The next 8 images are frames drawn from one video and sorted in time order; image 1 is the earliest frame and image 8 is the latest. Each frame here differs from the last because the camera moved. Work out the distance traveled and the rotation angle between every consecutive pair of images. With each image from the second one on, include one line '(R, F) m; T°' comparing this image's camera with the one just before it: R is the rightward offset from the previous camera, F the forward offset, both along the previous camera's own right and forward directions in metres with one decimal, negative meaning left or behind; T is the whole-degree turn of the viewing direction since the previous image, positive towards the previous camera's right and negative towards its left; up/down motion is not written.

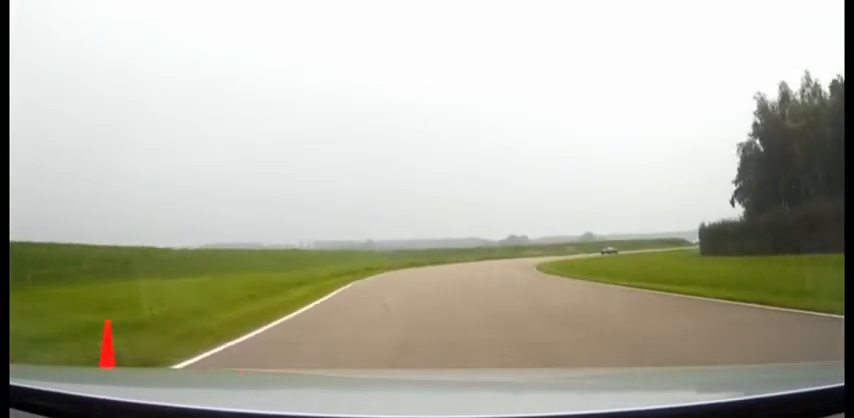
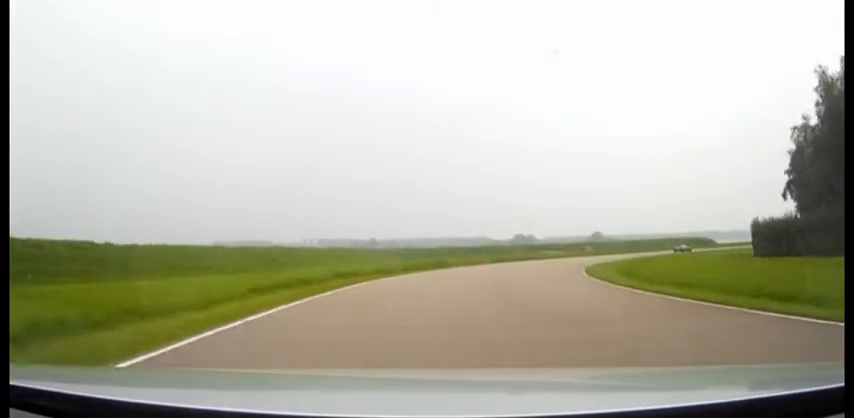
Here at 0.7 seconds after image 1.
(-0.1, +14.6) m; +2°
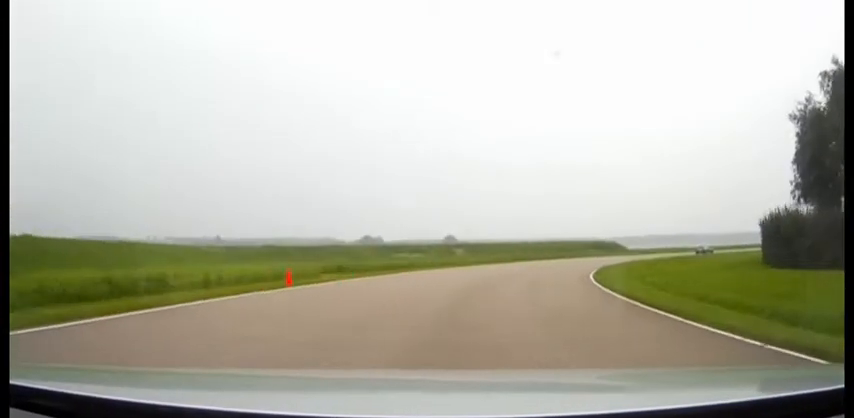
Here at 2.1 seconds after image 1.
(+2.2, +31.3) m; +13°
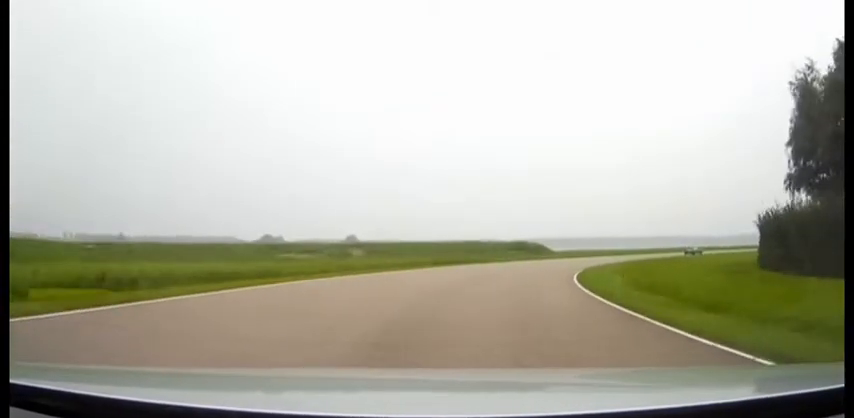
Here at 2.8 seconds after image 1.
(+1.5, +14.6) m; +9°
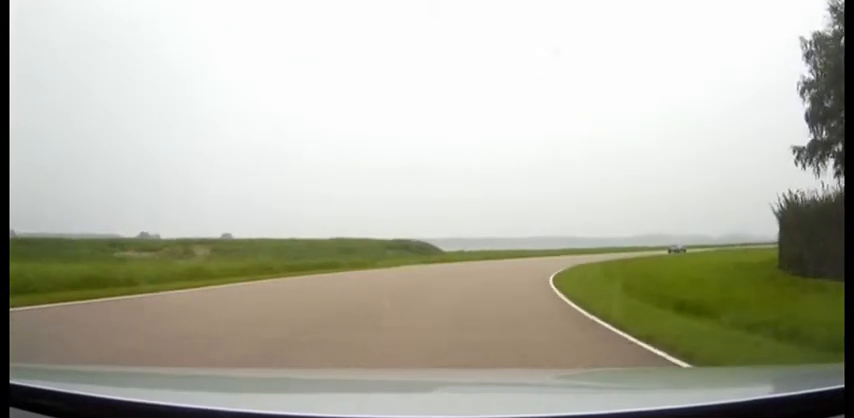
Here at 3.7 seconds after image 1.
(+2.1, +19.3) m; +12°
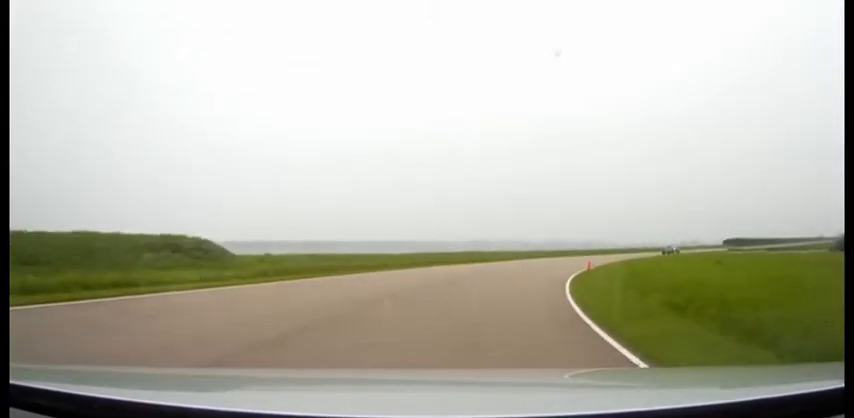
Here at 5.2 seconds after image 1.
(+4.0, +29.5) m; +16°
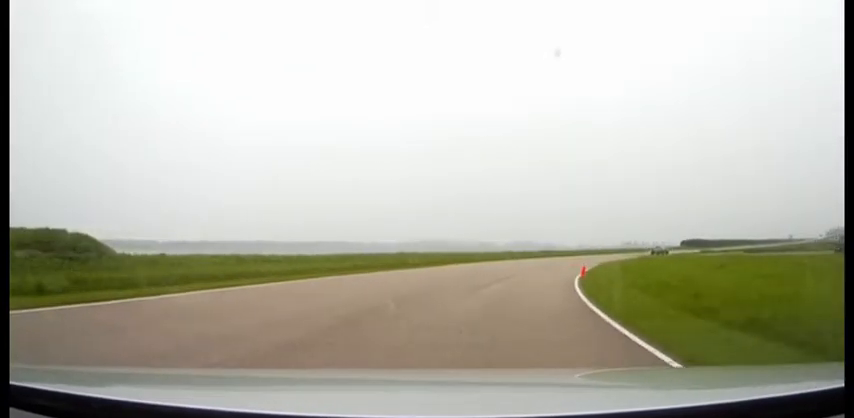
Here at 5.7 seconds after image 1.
(+1.0, +11.3) m; +7°
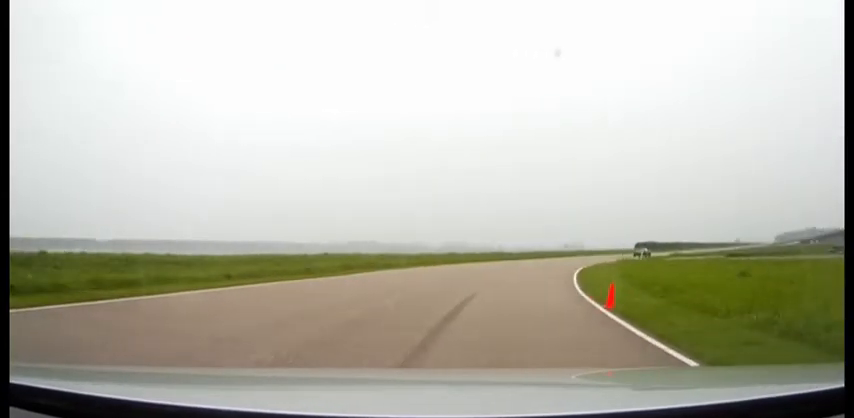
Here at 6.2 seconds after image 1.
(0.0, +9.7) m; +6°
